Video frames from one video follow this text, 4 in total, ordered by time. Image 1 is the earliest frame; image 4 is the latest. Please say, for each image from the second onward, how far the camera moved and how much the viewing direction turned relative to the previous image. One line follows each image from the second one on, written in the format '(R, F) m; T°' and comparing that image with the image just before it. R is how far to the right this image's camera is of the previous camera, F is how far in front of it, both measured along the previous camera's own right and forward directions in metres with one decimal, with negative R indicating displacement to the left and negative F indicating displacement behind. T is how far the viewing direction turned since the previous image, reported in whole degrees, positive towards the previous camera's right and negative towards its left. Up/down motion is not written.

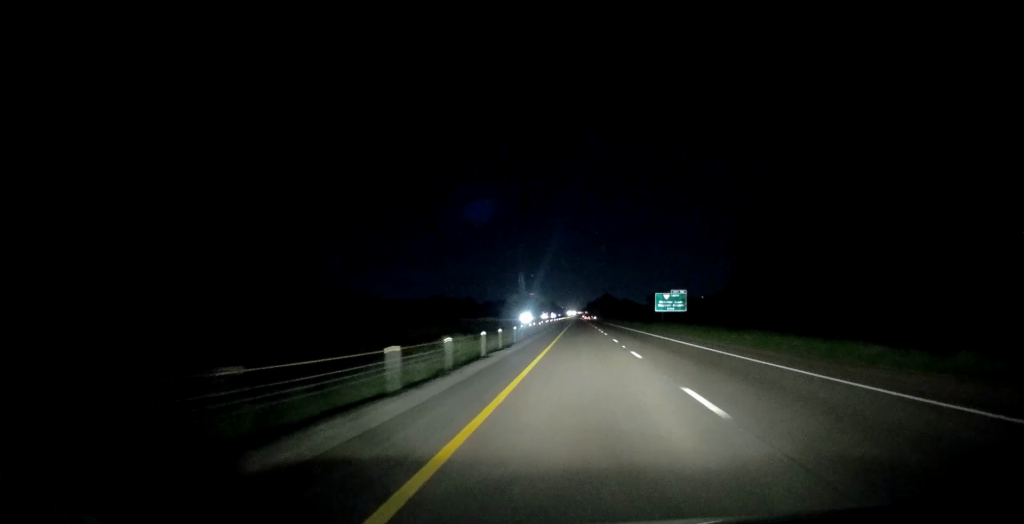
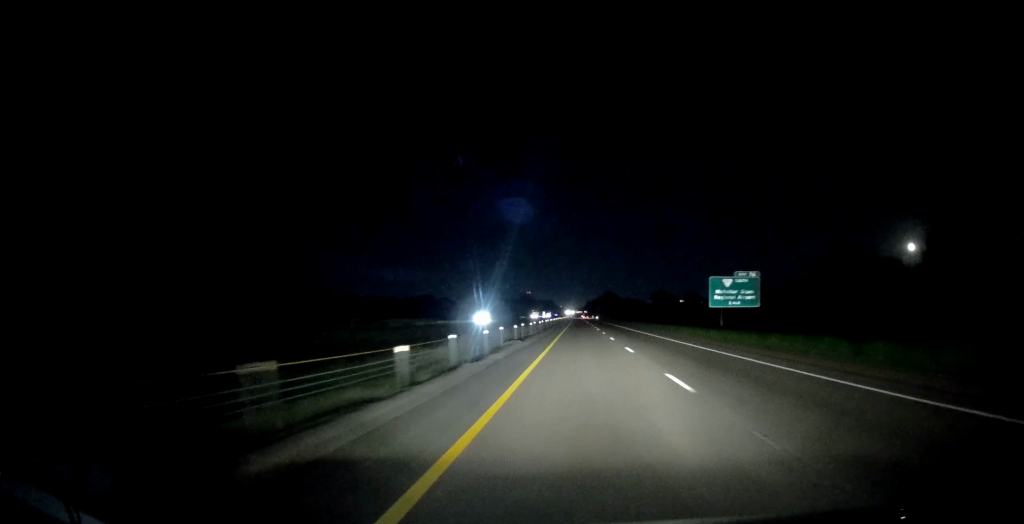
(-0.5, +47.6) m; -1°
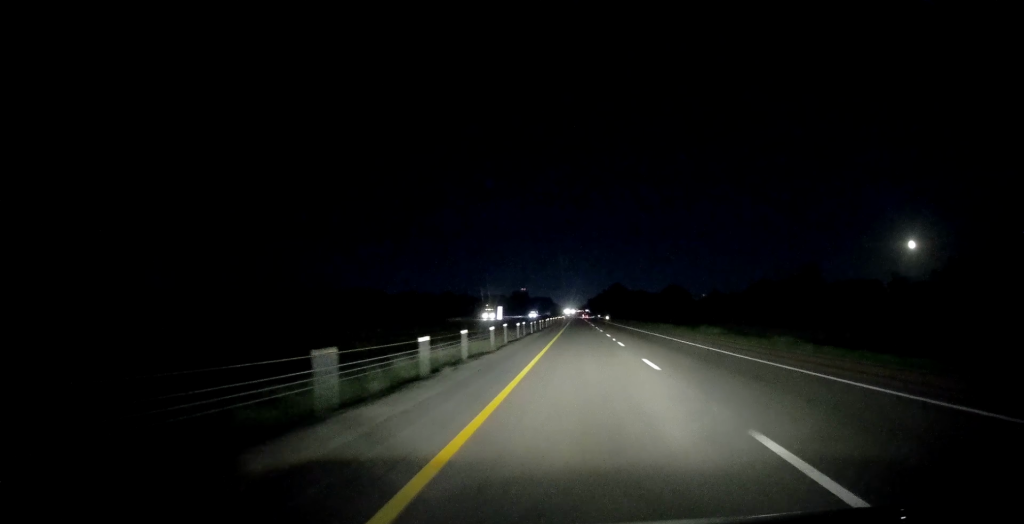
(+0.6, +95.8) m; 0°
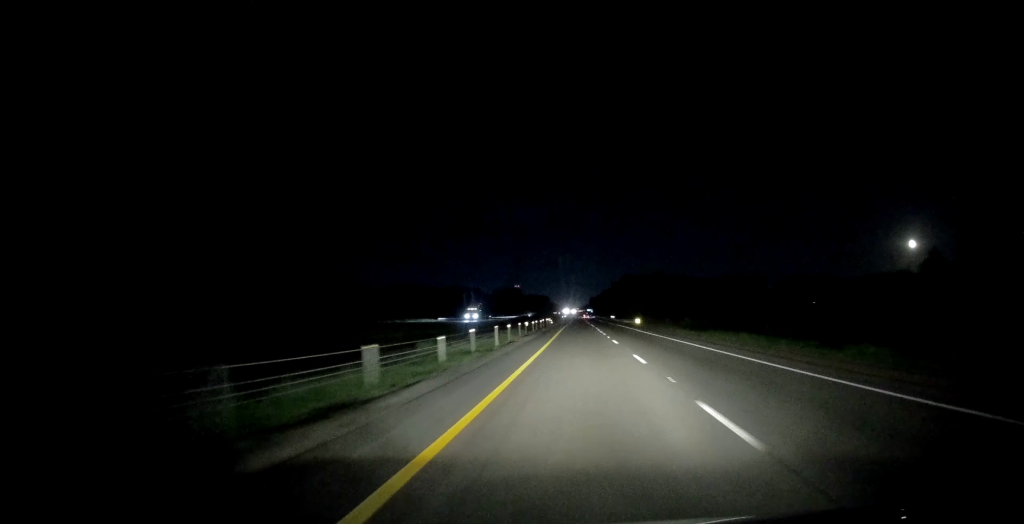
(-1.5, +96.8) m; -1°
